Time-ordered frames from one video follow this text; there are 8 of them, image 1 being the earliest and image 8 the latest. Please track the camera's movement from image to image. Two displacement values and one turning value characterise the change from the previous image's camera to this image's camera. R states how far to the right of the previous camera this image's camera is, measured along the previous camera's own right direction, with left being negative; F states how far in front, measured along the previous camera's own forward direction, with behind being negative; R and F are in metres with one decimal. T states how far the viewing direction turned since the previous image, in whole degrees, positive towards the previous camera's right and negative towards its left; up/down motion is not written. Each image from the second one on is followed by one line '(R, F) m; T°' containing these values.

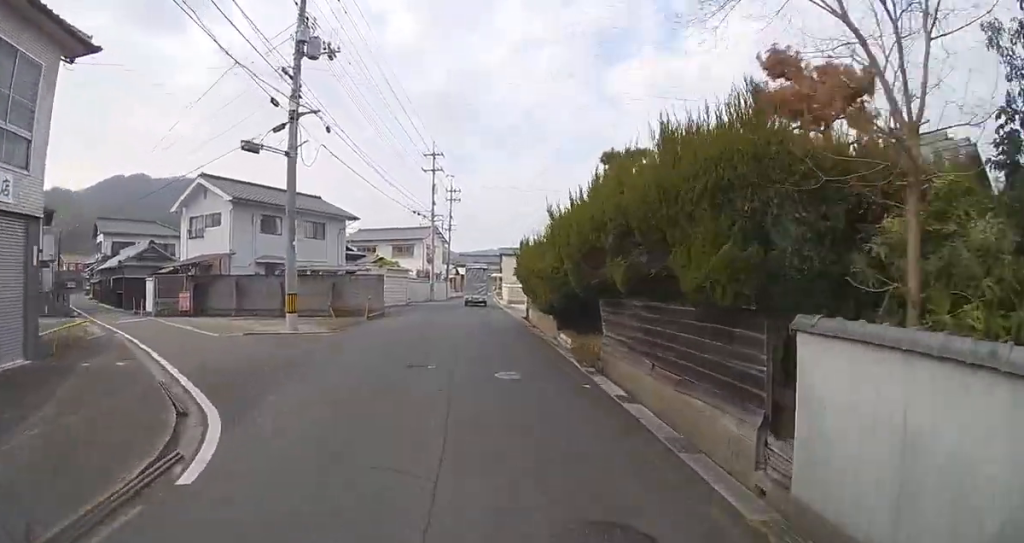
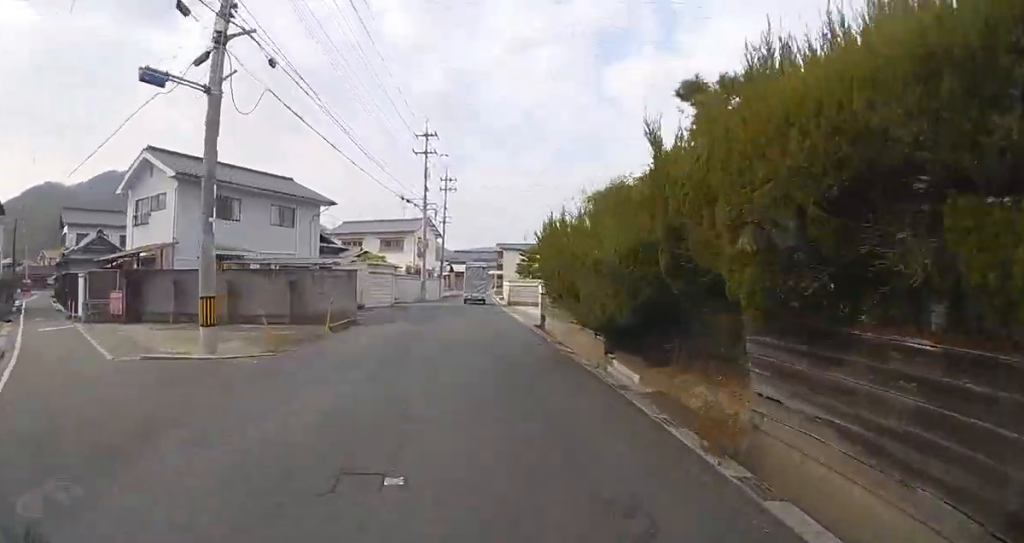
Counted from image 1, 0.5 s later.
(0.0, +5.2) m; 0°
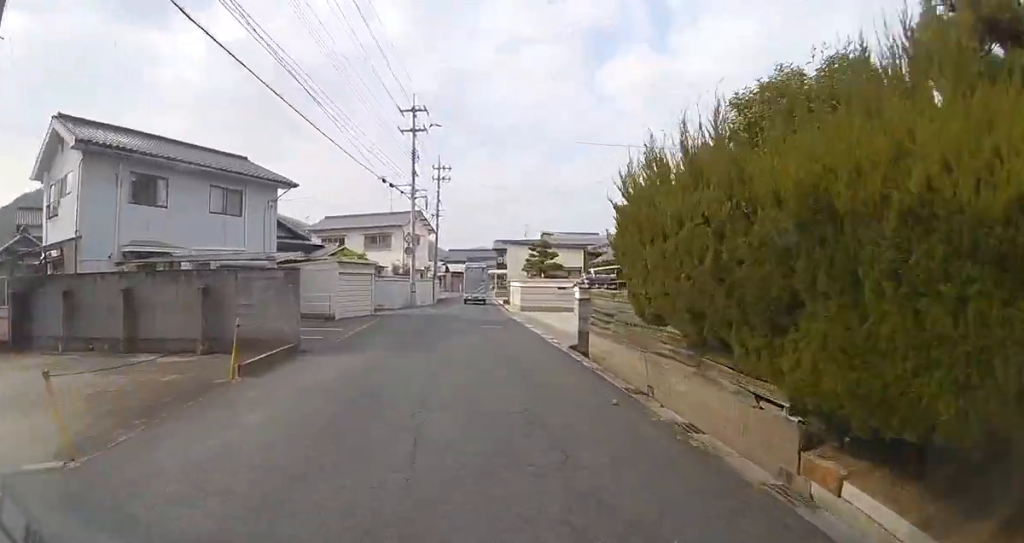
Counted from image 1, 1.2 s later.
(0.0, +6.3) m; 0°
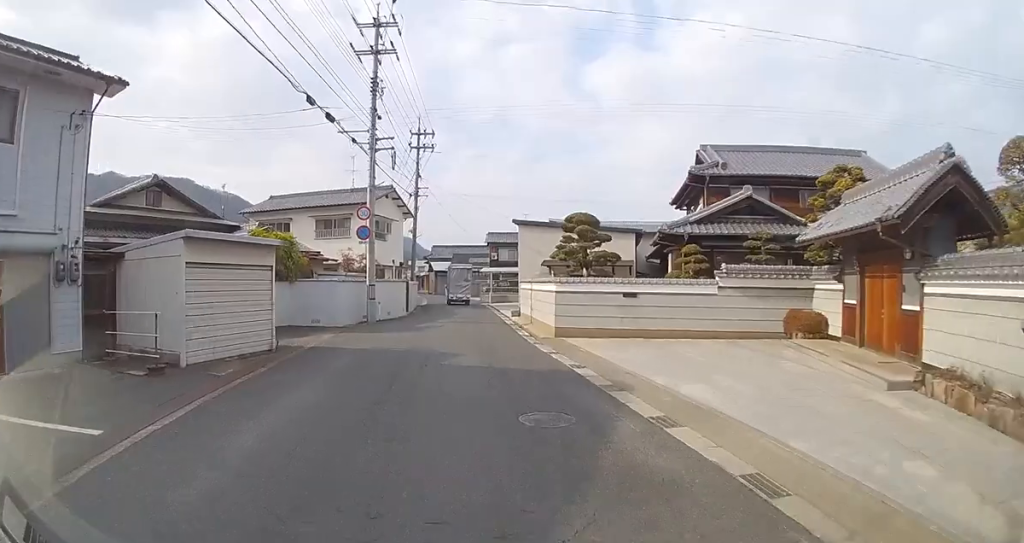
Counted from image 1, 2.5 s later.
(0.0, +12.2) m; 0°
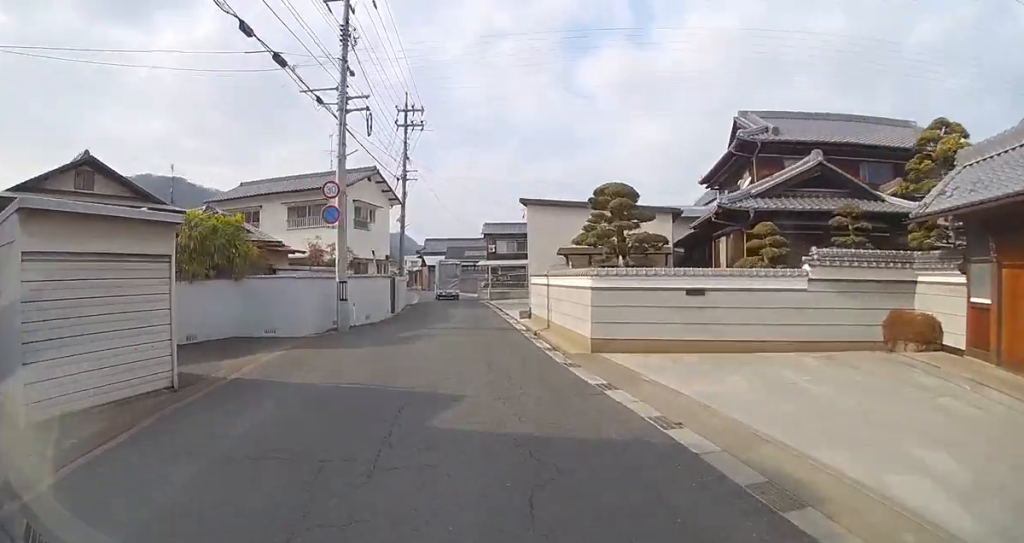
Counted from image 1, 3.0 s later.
(0.0, +4.7) m; 0°
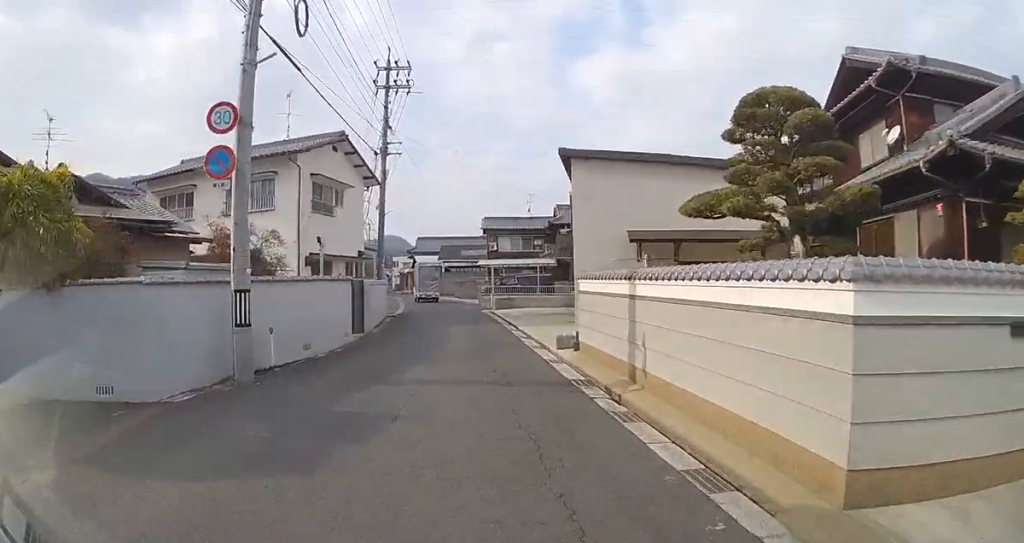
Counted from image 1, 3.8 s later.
(0.0, +7.4) m; 0°
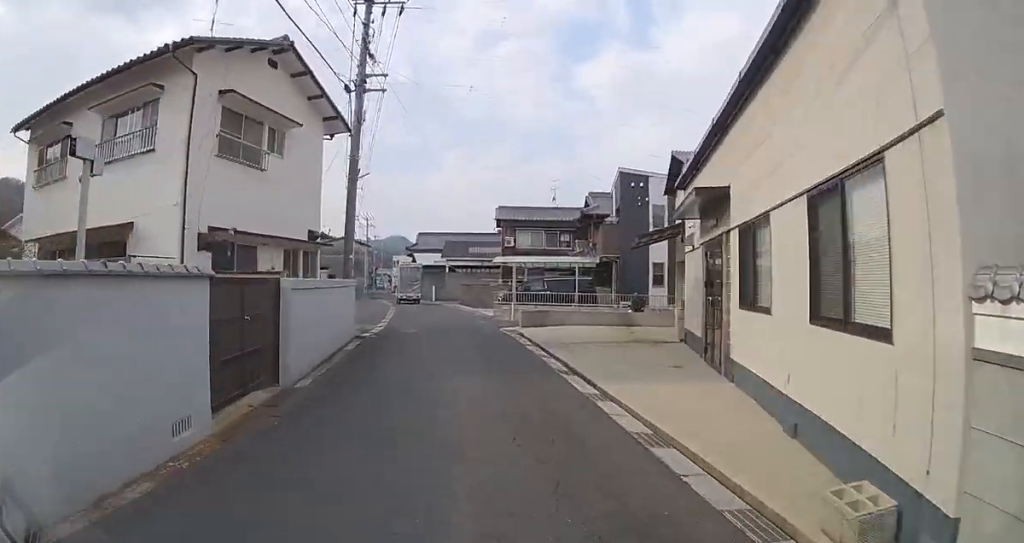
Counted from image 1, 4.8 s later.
(0.0, +8.8) m; 0°
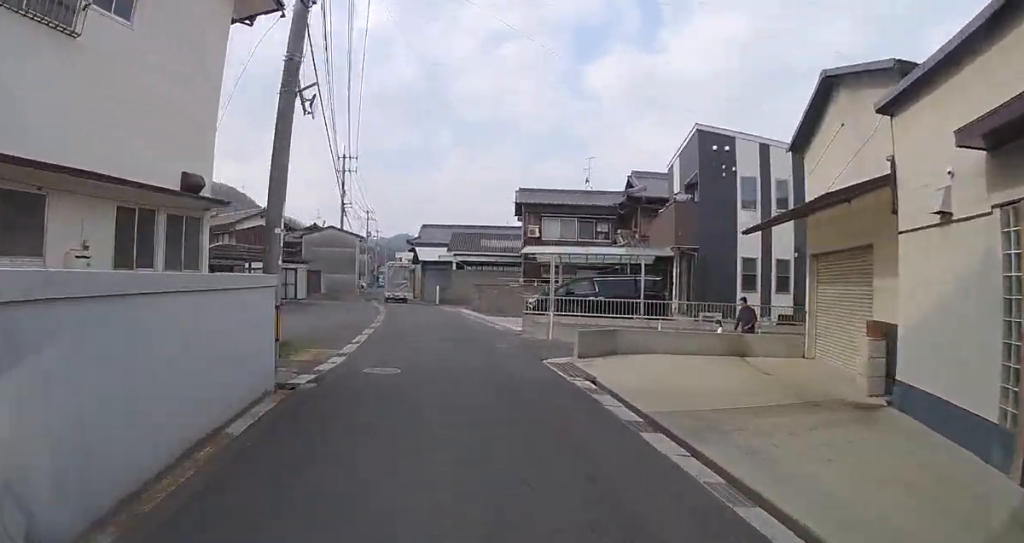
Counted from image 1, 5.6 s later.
(0.0, +7.5) m; 0°
